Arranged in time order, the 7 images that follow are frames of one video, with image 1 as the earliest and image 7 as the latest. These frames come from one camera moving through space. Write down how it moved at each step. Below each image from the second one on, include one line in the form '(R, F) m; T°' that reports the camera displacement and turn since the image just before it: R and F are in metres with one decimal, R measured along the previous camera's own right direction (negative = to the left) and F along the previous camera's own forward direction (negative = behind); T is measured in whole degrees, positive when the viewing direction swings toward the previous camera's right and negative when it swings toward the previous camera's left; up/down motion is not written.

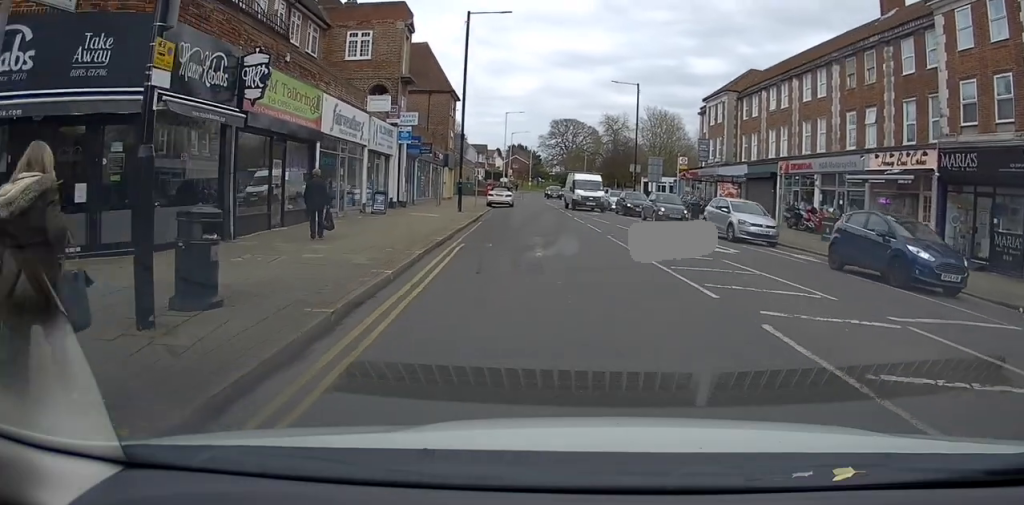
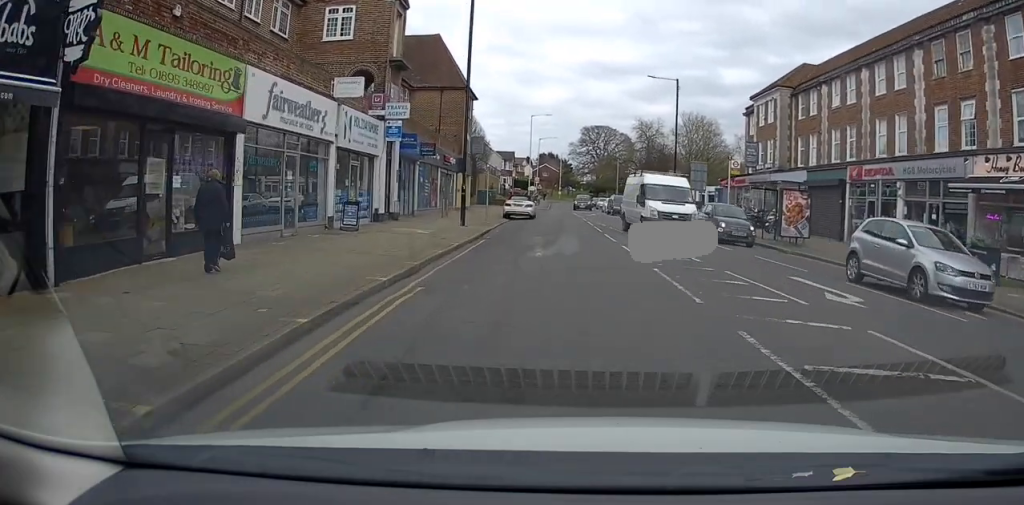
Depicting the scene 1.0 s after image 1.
(+0.1, +6.1) m; 0°
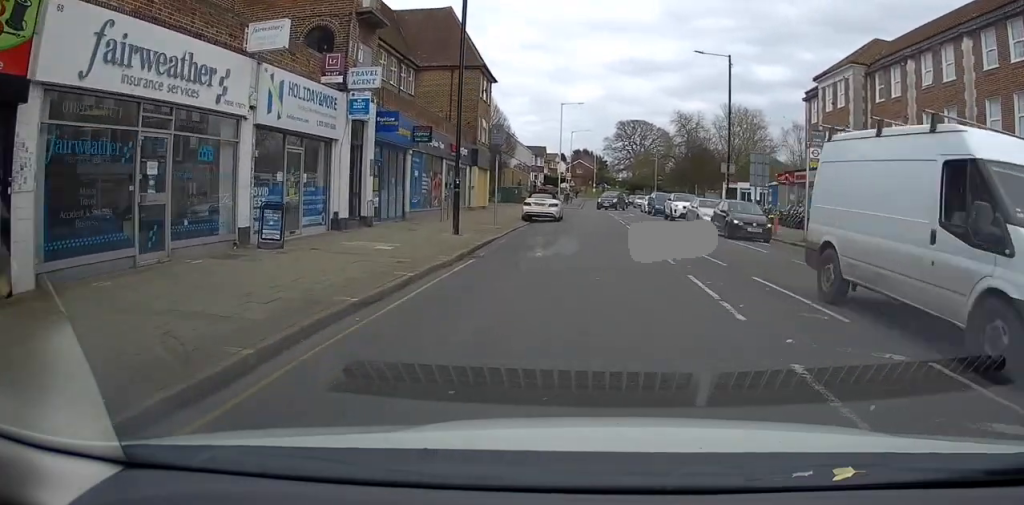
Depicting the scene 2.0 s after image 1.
(-0.1, +6.8) m; -4°
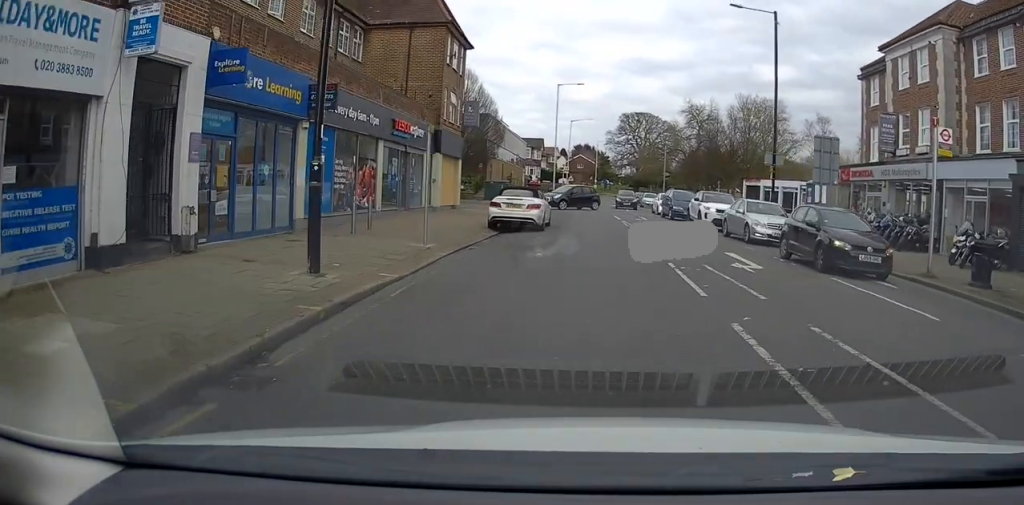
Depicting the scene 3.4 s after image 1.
(-0.7, +9.8) m; -3°
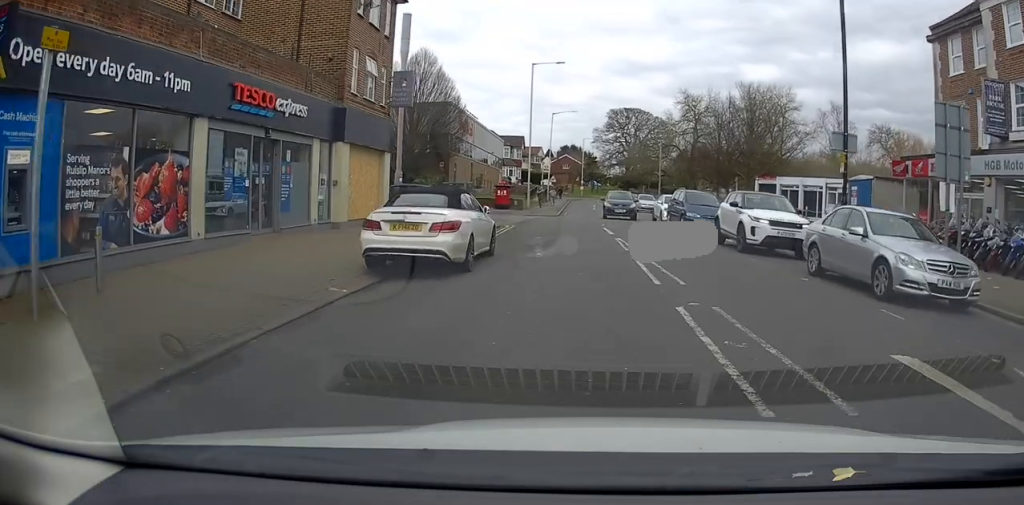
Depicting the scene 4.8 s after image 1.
(+0.4, +10.3) m; +3°
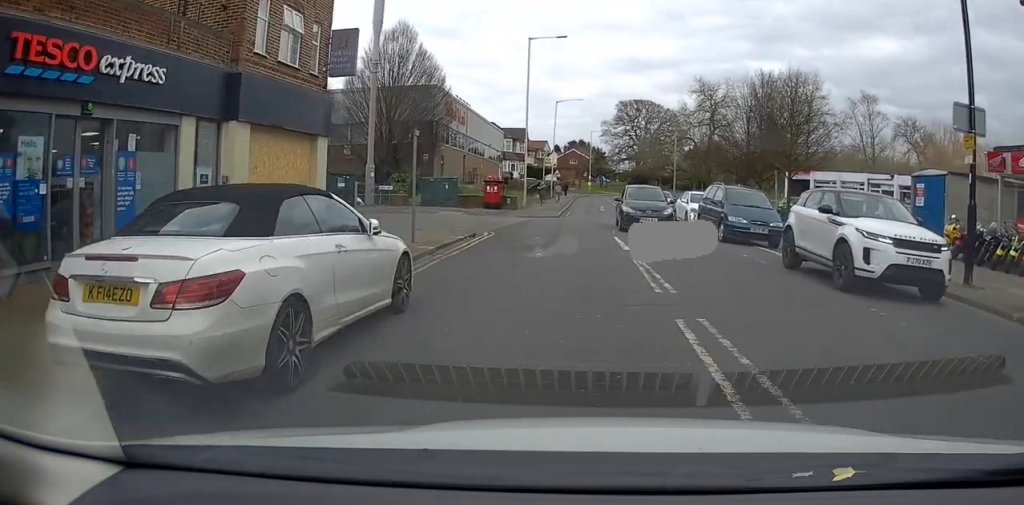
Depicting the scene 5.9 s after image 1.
(0.0, +7.0) m; 0°
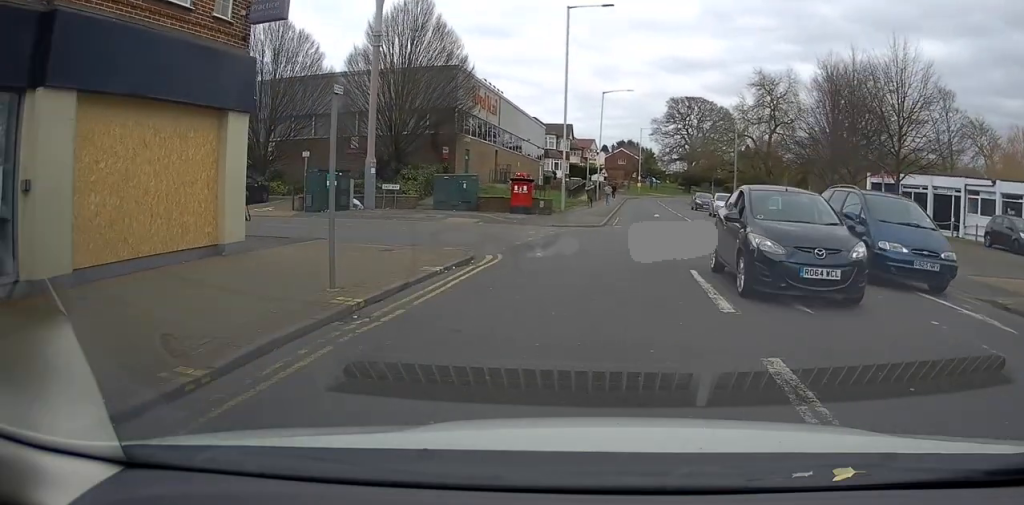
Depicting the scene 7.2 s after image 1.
(-0.3, +7.3) m; -9°
